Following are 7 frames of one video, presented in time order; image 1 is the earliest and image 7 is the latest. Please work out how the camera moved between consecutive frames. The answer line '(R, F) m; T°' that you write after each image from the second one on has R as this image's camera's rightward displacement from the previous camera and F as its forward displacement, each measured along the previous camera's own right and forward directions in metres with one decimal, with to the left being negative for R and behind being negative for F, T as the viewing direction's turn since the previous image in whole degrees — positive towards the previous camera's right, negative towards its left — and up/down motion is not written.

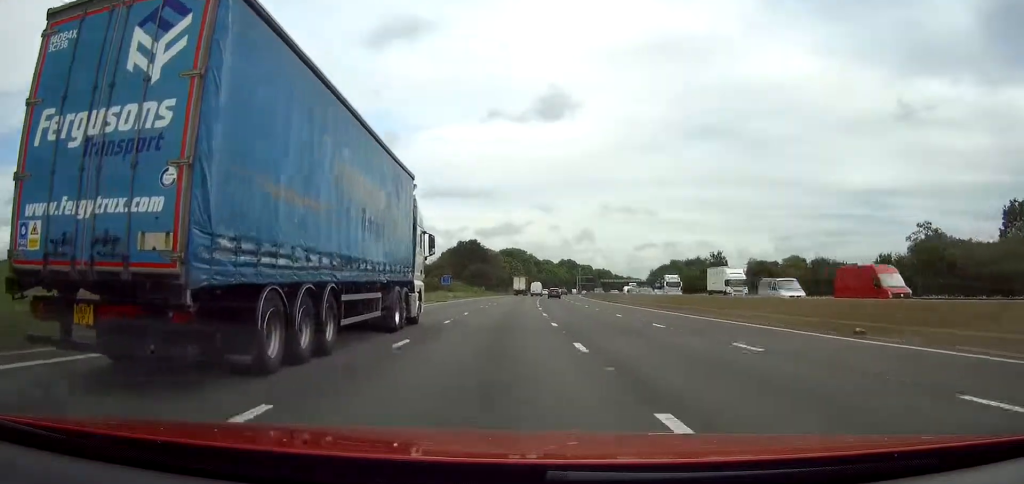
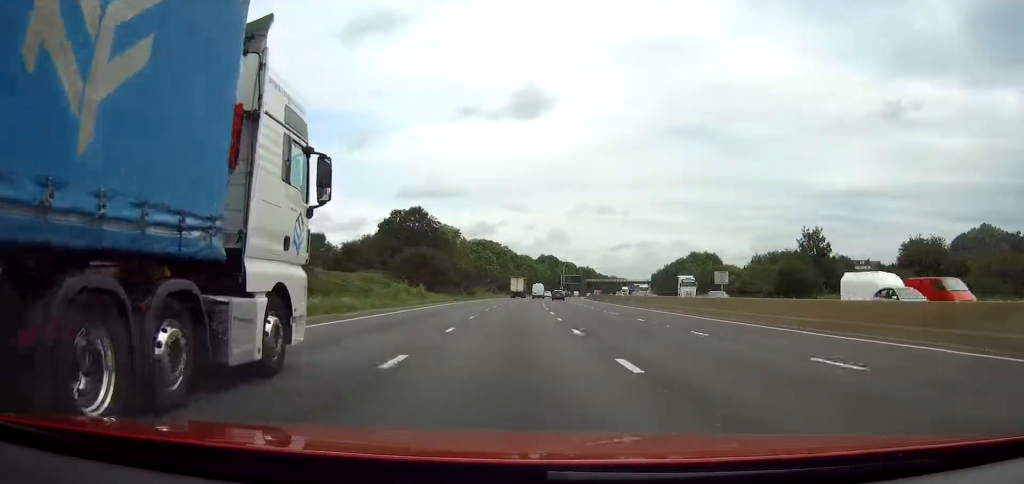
(+1.2, +64.1) m; +2°
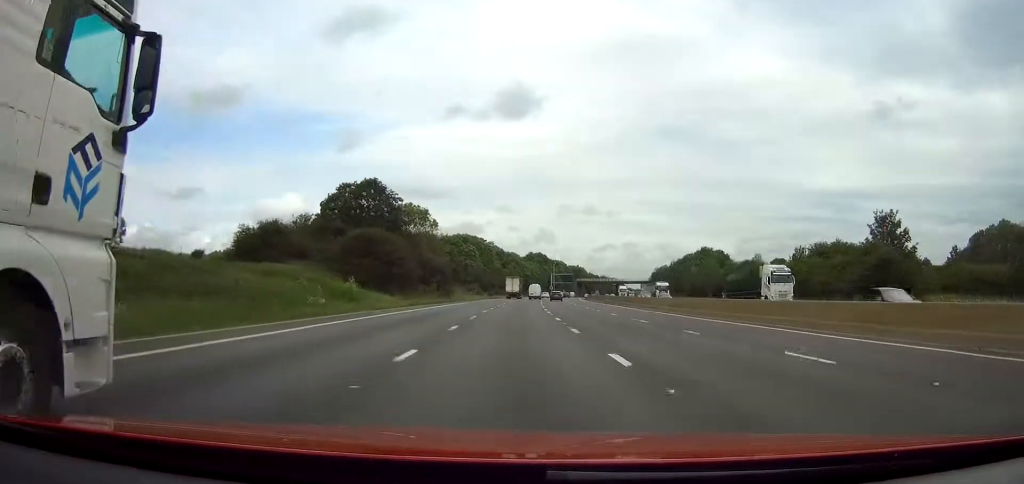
(0.0, +24.9) m; +1°
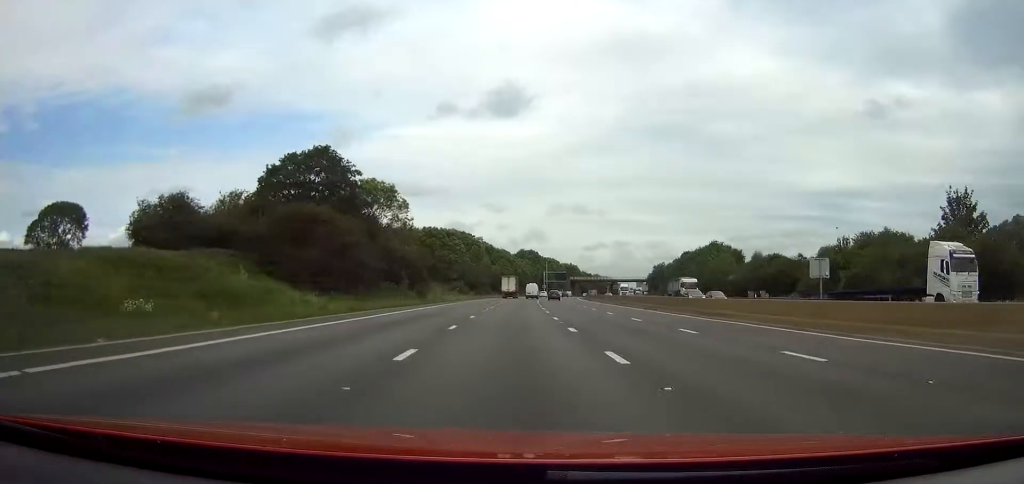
(+0.2, +16.8) m; +1°
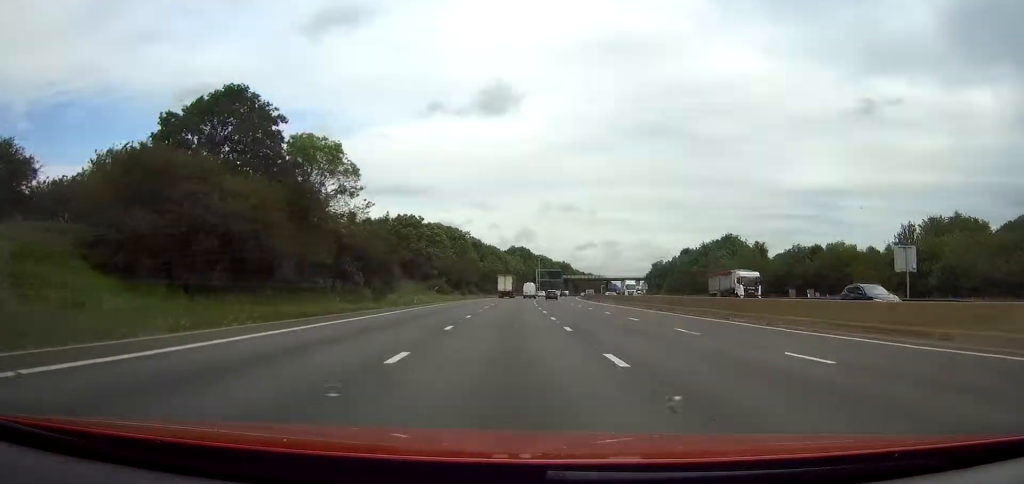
(+0.2, +17.6) m; +1°
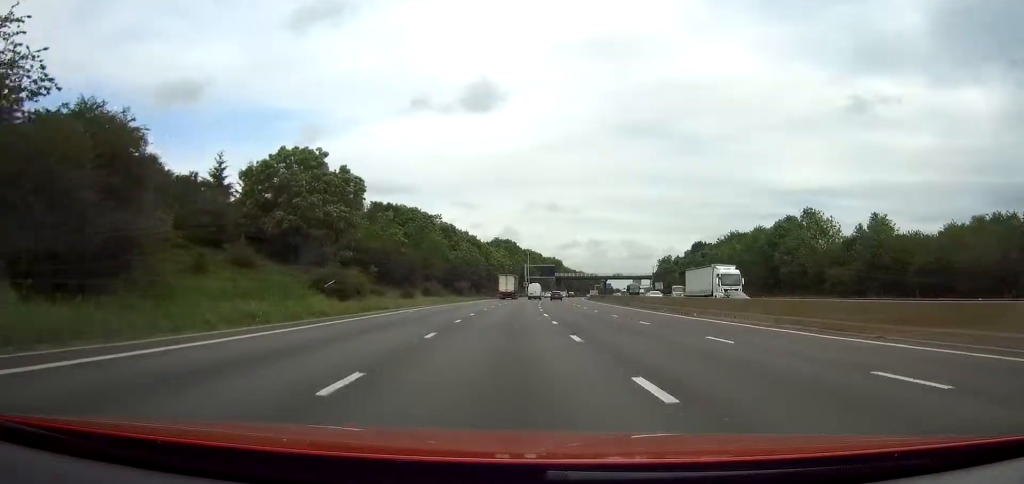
(+0.5, +46.2) m; +1°
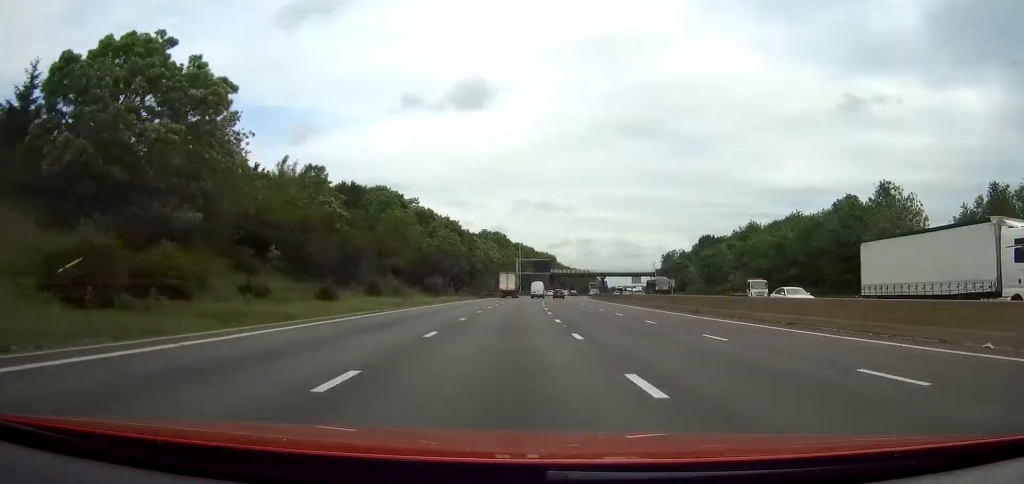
(+0.3, +24.4) m; +1°
